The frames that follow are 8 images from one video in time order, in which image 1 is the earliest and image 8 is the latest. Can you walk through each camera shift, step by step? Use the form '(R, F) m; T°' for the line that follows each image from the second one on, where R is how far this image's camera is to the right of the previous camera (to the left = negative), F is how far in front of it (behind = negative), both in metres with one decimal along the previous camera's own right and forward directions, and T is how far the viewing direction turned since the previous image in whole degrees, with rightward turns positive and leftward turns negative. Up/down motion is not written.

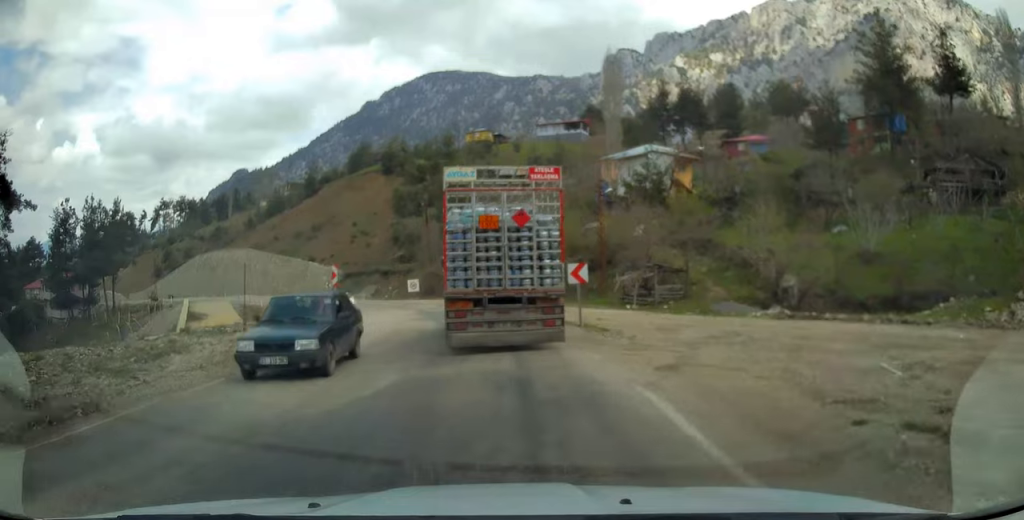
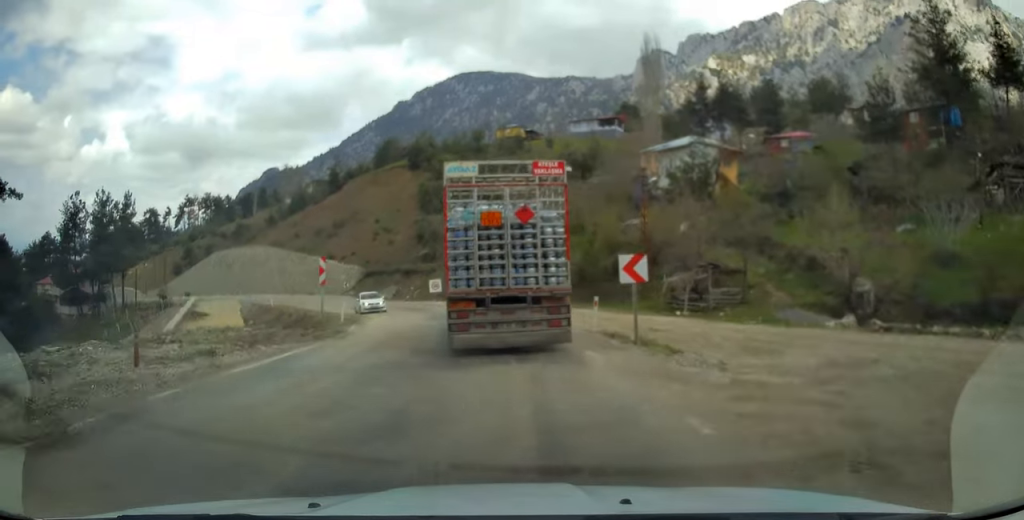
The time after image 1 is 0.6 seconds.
(0.0, +5.3) m; -3°
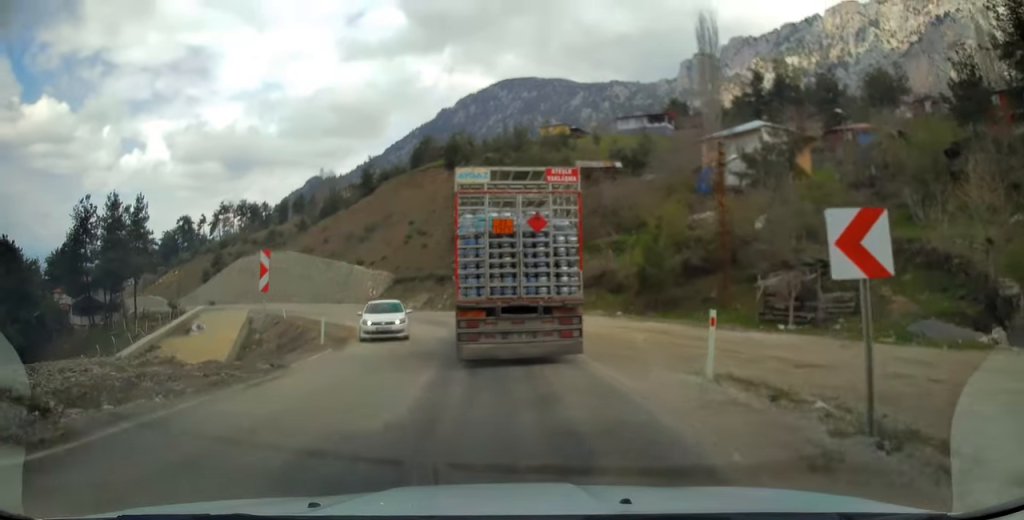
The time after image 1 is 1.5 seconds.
(-0.4, +8.2) m; -6°
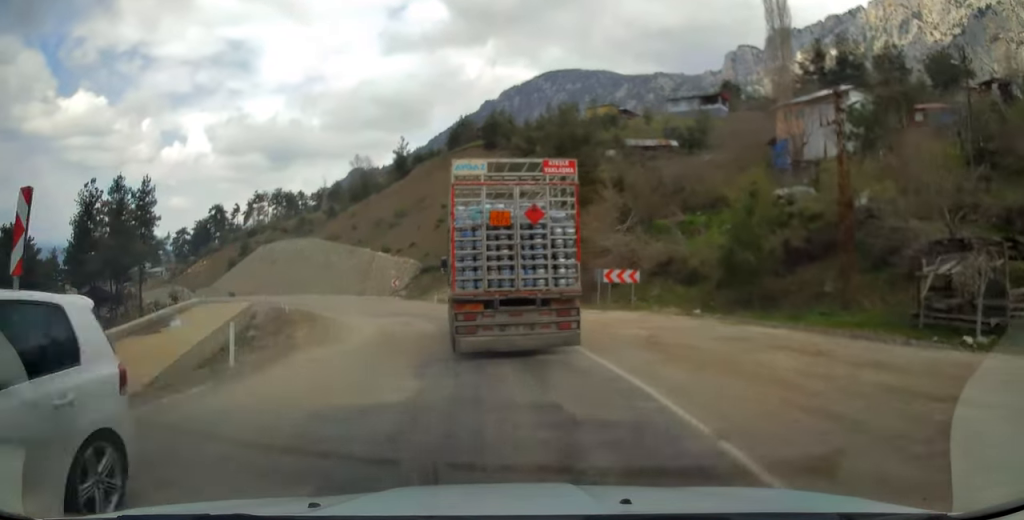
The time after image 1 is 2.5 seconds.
(-0.6, +9.0) m; -7°
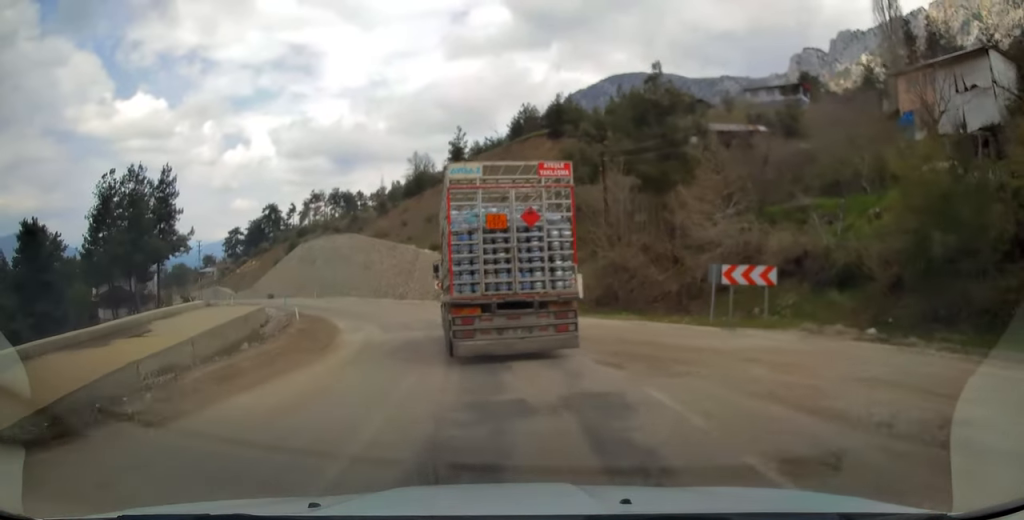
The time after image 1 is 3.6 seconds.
(-0.6, +10.1) m; -8°
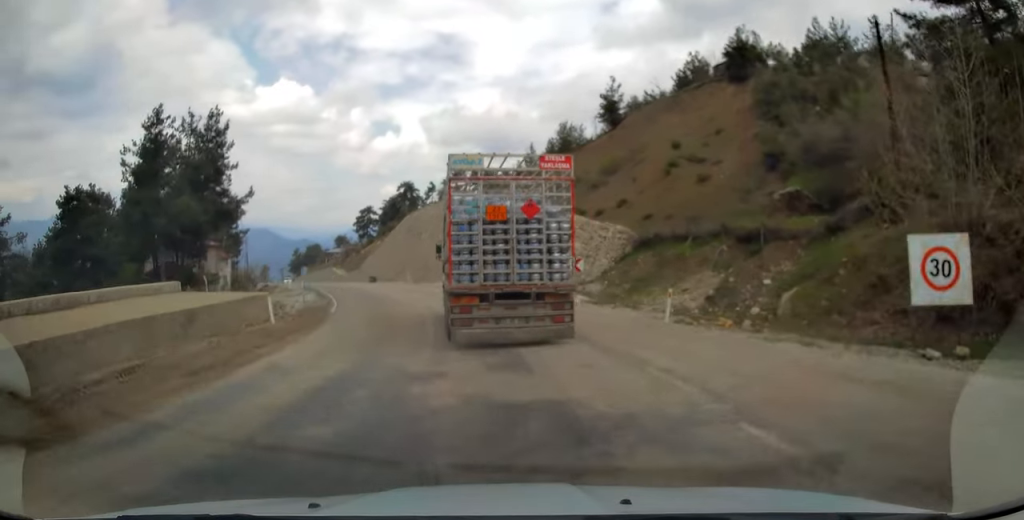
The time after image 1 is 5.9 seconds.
(-2.8, +20.8) m; -14°
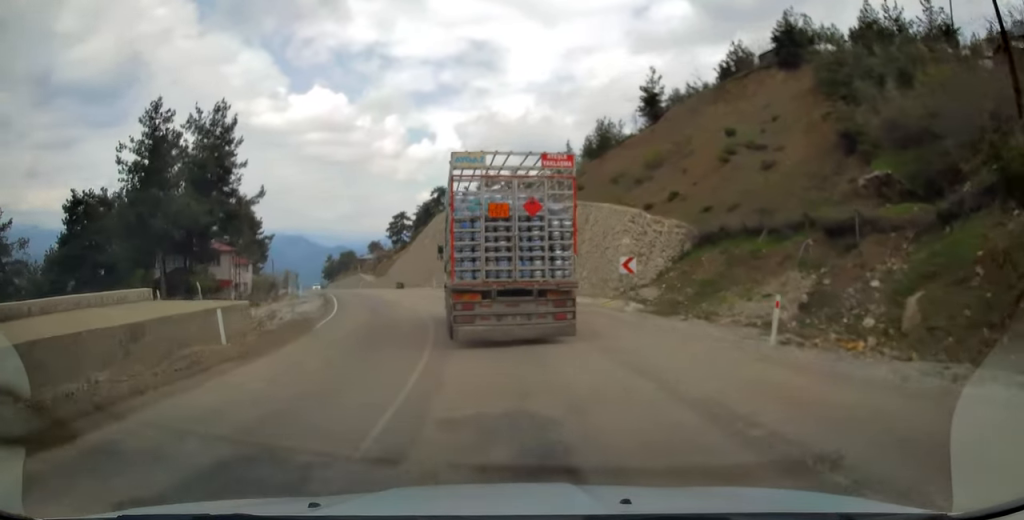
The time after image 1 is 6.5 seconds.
(-0.2, +5.4) m; -3°
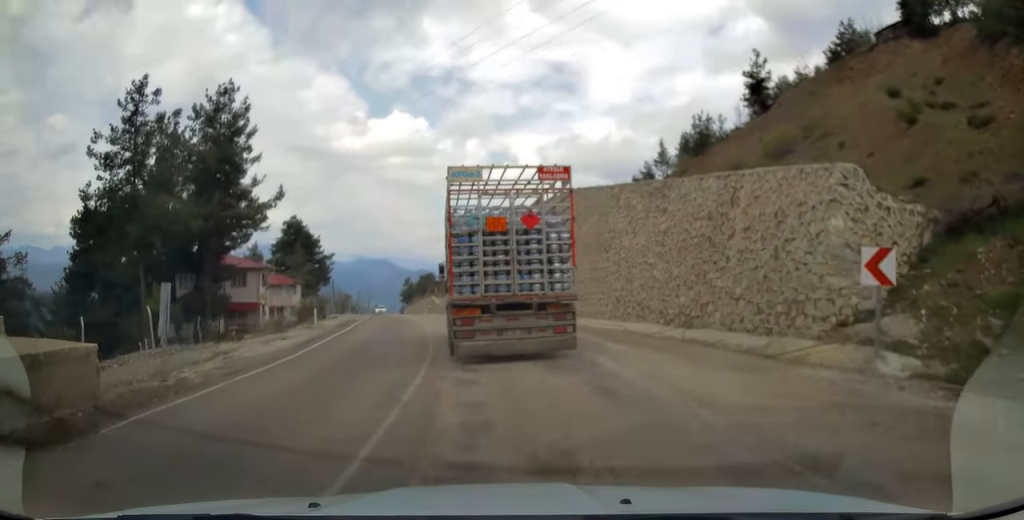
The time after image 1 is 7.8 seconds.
(-0.8, +12.6) m; -8°
